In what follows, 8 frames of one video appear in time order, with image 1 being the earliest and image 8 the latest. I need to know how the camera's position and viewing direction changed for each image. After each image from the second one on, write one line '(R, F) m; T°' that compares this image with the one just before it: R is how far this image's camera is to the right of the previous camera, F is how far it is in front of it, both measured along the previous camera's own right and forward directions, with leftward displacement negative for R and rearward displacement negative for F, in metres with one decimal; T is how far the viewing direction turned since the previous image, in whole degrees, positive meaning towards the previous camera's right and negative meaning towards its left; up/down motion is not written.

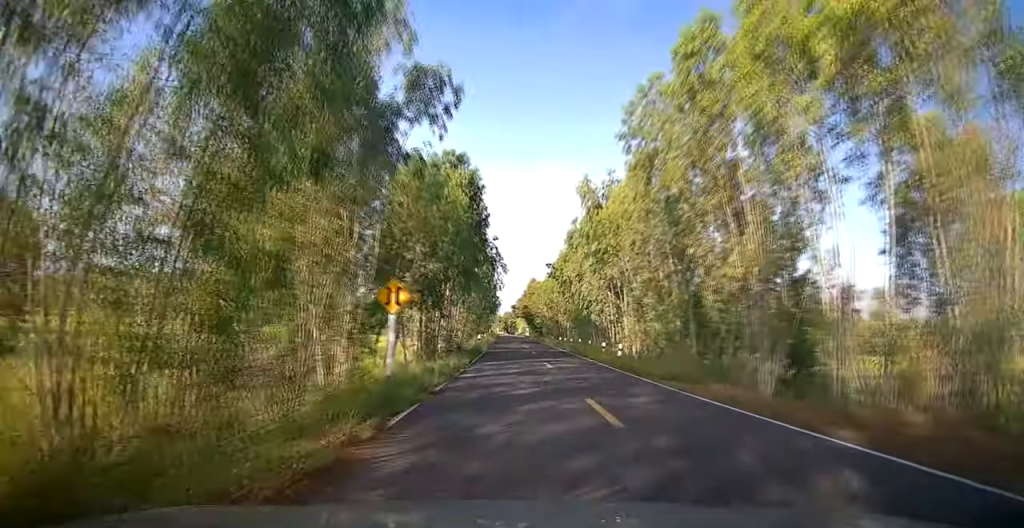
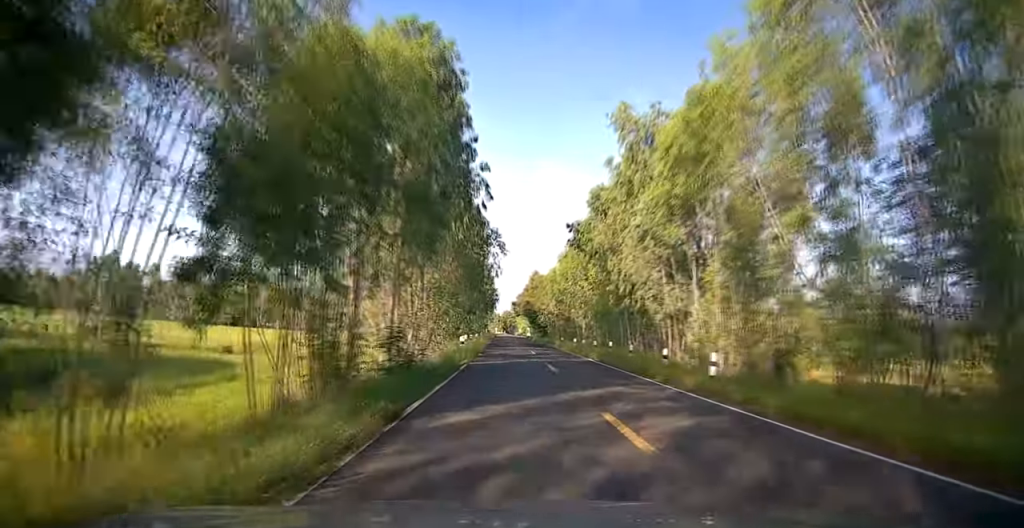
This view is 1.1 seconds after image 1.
(0.0, +13.9) m; 0°
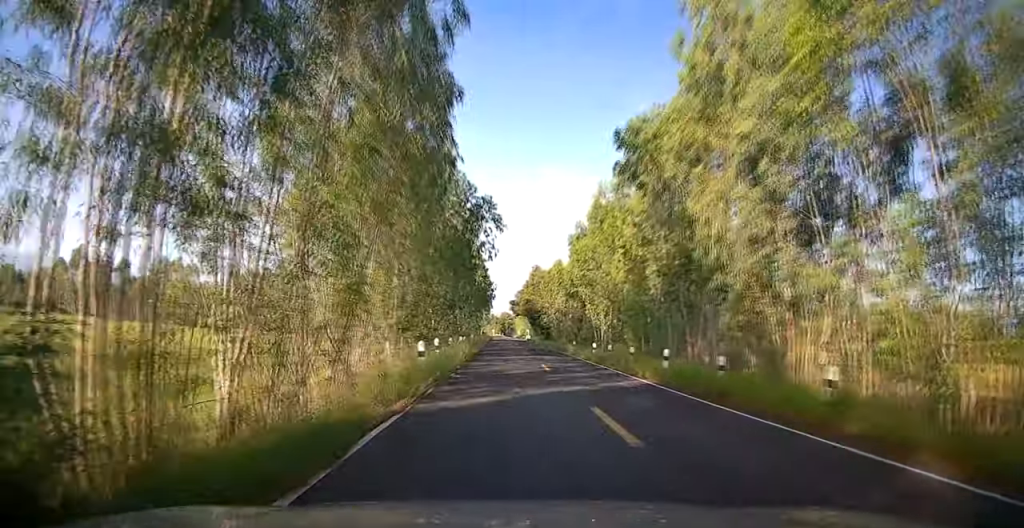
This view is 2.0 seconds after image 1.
(0.0, +11.5) m; 0°
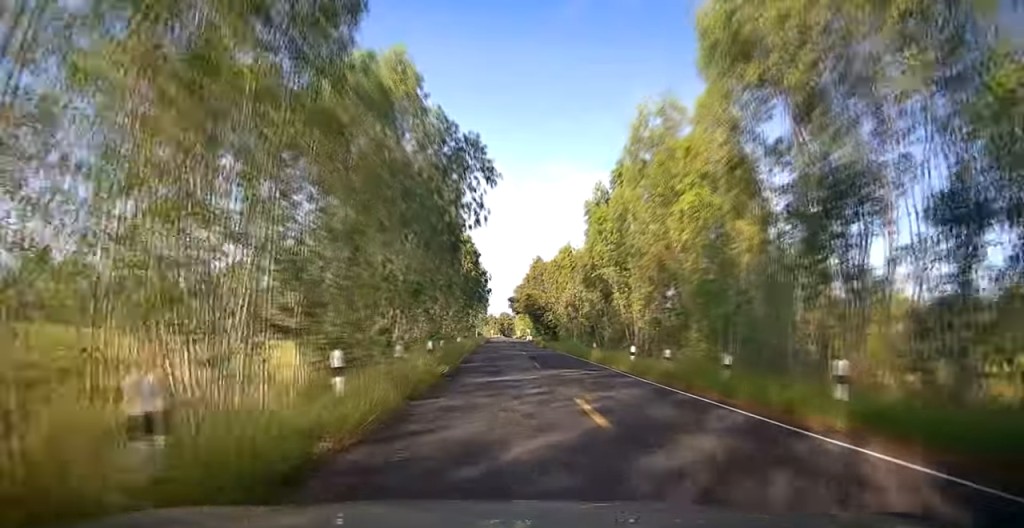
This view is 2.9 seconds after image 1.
(0.0, +11.2) m; 0°
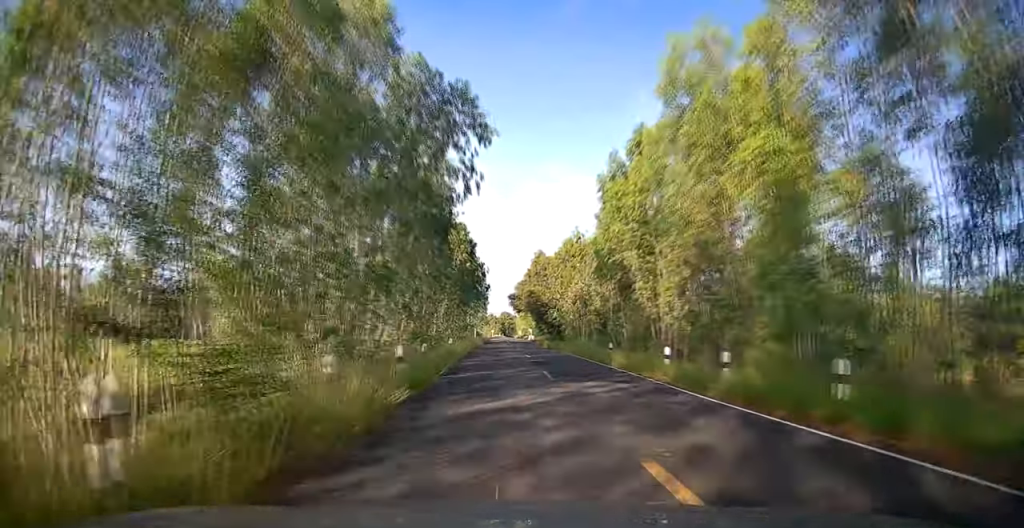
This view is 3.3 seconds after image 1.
(0.0, +5.1) m; 0°
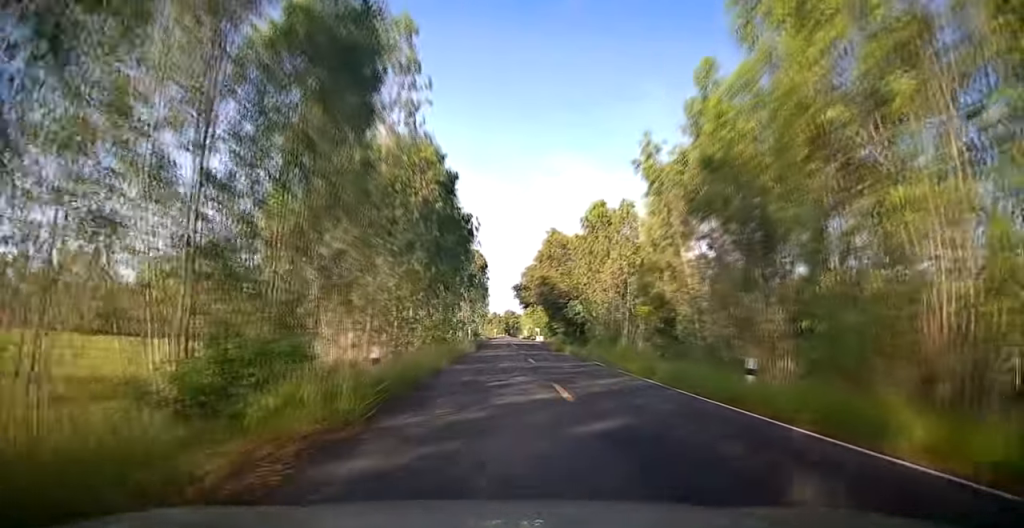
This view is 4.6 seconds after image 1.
(0.0, +16.5) m; -1°
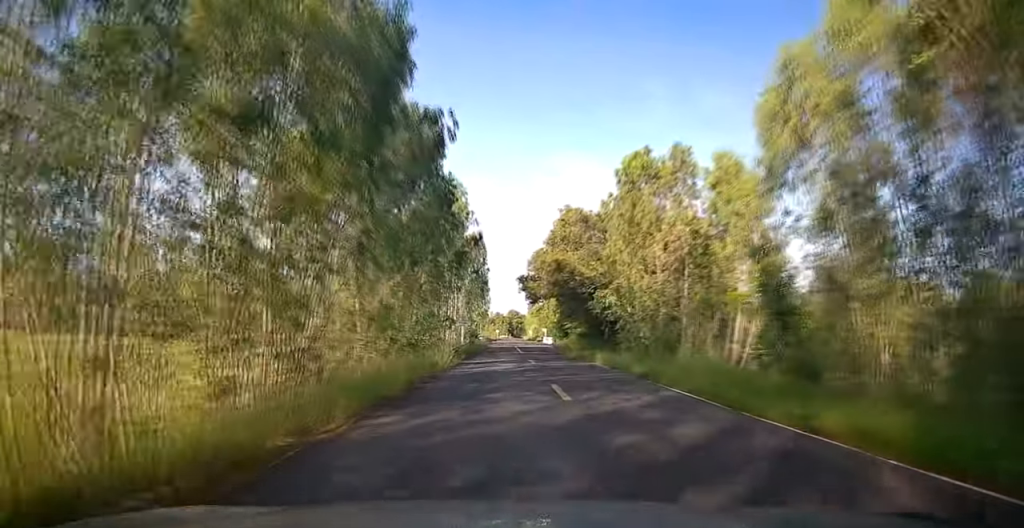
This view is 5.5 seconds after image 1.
(-0.1, +11.6) m; -1°
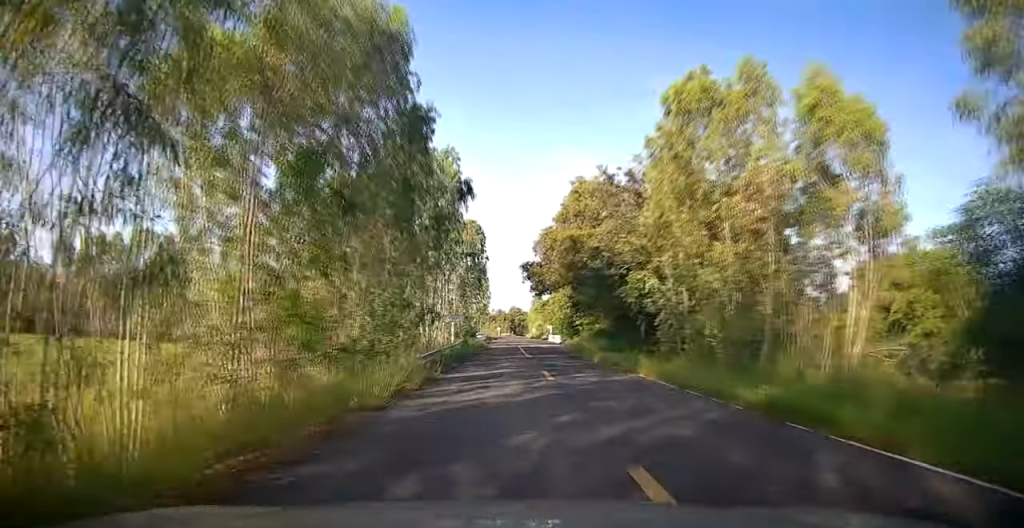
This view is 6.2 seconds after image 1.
(-0.1, +8.5) m; 0°
